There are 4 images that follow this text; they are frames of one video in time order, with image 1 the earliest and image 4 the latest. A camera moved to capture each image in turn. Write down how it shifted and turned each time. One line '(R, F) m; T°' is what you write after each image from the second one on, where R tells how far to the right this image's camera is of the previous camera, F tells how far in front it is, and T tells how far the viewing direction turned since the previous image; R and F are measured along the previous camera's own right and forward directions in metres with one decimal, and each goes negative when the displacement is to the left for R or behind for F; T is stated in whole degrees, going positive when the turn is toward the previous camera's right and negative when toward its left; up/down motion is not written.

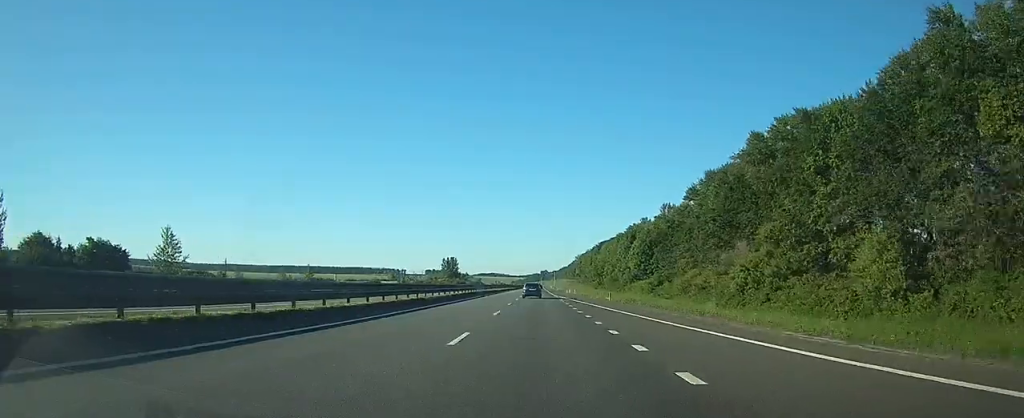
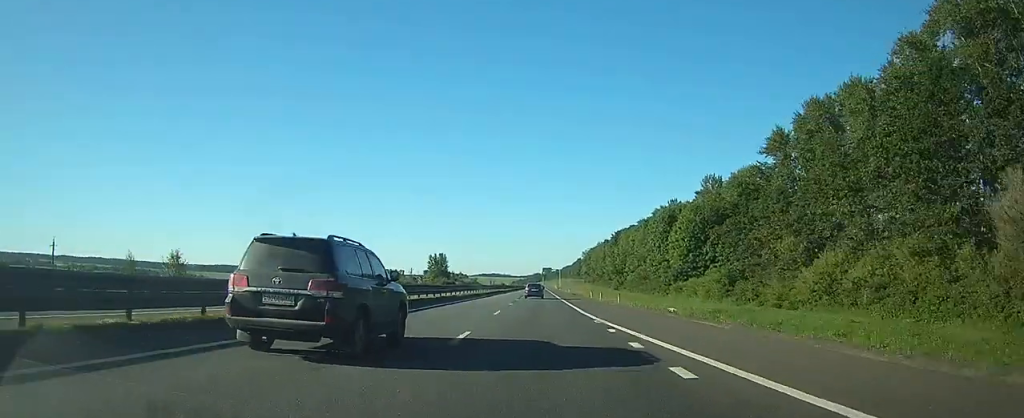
(-0.2, +48.2) m; 0°
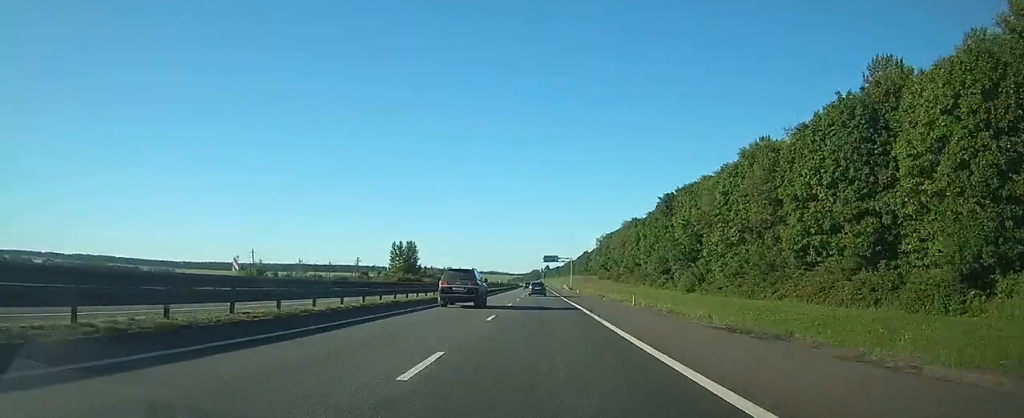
(+0.2, +77.4) m; 0°
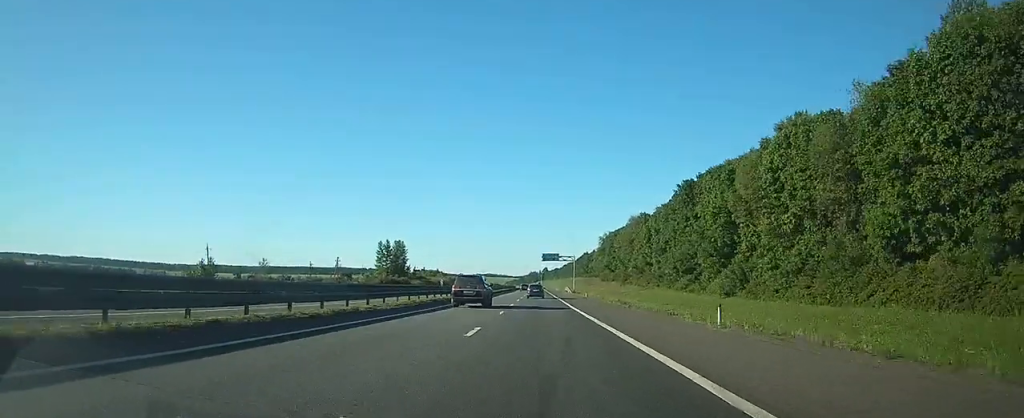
(0.0, +17.3) m; 0°
